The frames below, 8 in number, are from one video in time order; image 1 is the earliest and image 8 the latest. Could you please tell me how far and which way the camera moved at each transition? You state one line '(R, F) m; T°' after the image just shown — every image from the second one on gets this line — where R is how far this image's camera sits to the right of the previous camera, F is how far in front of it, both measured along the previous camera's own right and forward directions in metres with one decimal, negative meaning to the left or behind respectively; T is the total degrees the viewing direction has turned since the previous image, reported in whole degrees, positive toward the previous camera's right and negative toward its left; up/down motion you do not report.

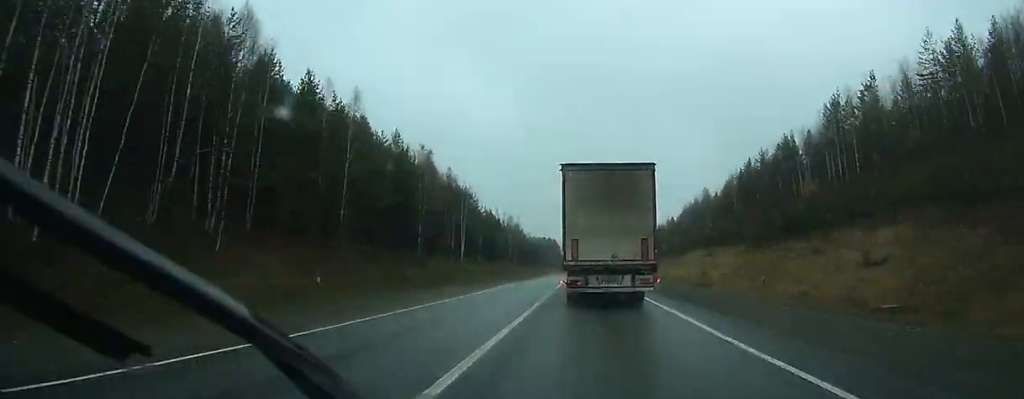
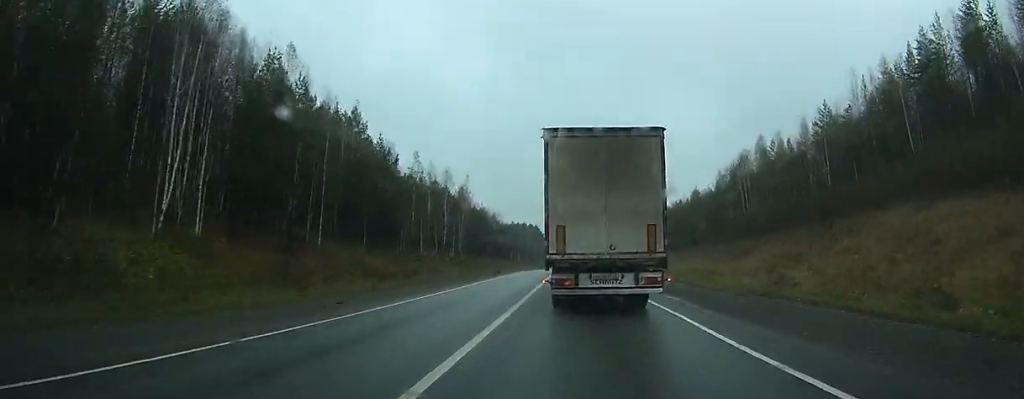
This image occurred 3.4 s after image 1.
(0.0, +75.8) m; 0°
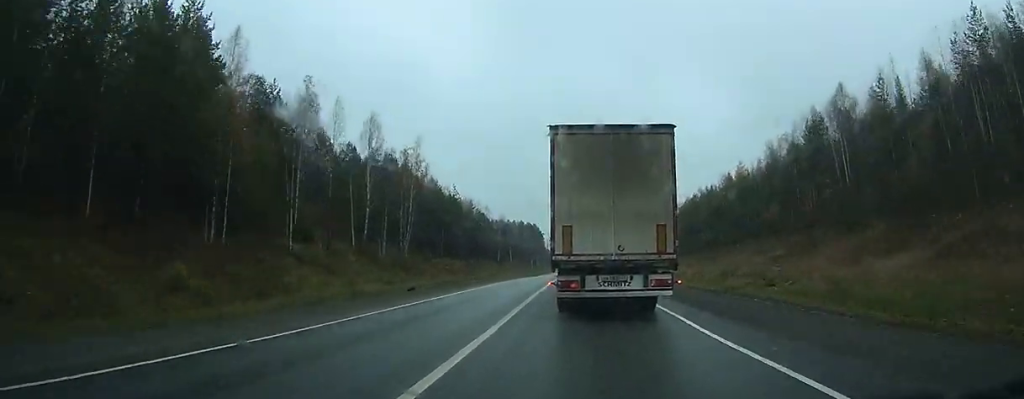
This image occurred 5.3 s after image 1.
(0.0, +41.0) m; 0°
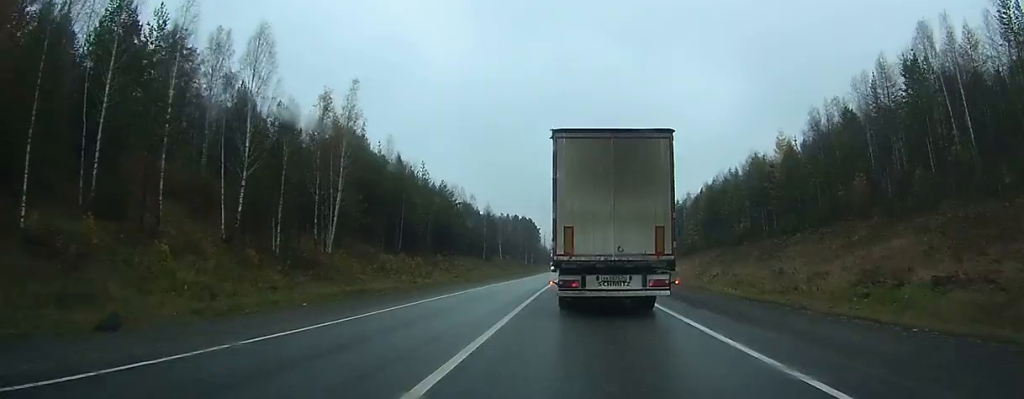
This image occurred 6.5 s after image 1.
(-0.1, +24.2) m; +1°
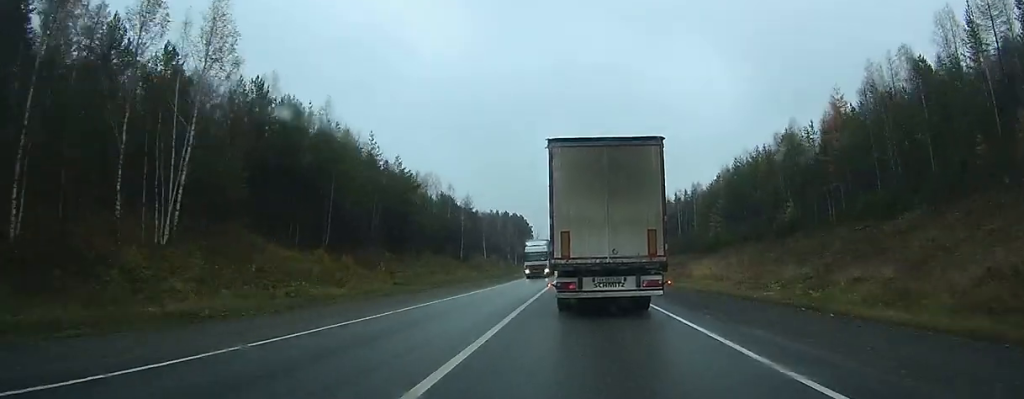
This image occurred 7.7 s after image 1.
(-0.3, +20.8) m; +3°
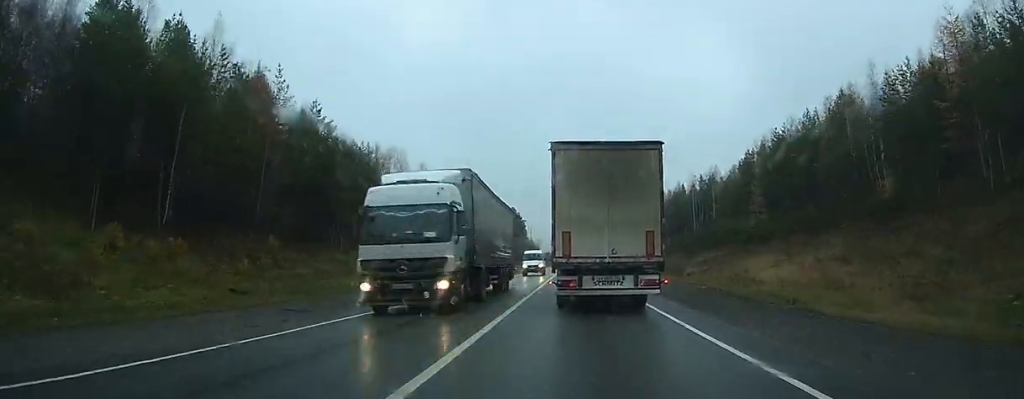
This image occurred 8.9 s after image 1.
(+0.7, +20.1) m; 0°
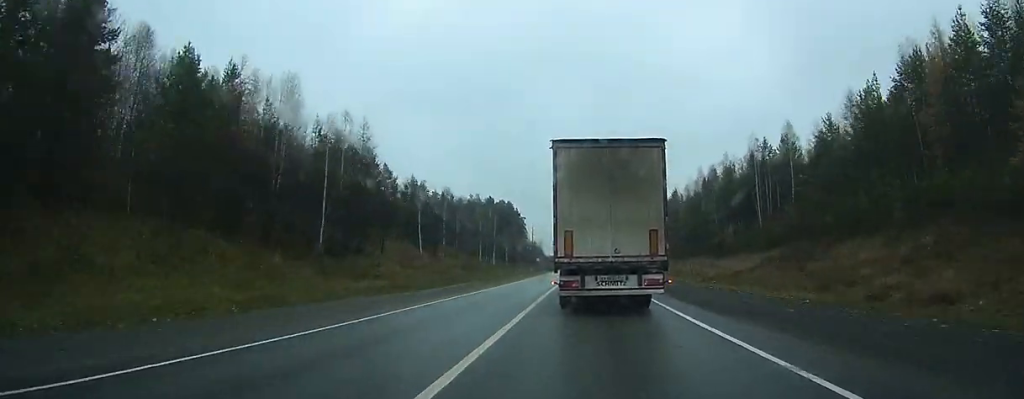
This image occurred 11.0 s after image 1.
(+0.5, +27.6) m; -6°
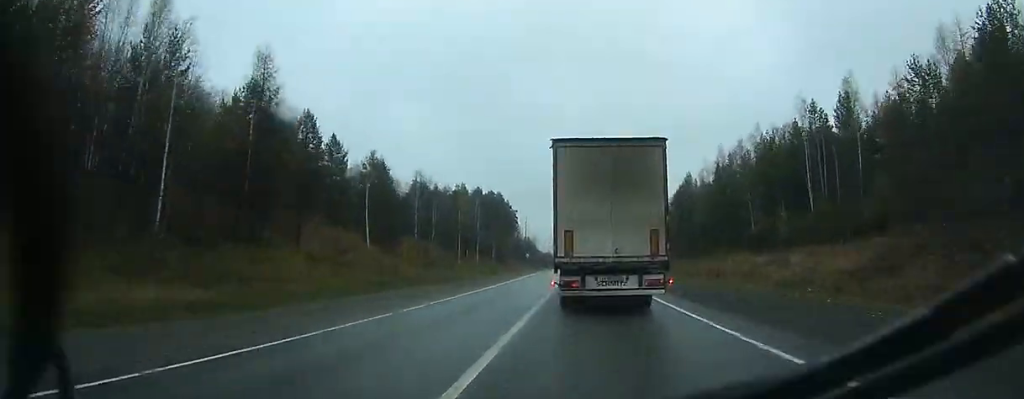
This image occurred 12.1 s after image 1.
(-2.7, +9.8) m; -5°
